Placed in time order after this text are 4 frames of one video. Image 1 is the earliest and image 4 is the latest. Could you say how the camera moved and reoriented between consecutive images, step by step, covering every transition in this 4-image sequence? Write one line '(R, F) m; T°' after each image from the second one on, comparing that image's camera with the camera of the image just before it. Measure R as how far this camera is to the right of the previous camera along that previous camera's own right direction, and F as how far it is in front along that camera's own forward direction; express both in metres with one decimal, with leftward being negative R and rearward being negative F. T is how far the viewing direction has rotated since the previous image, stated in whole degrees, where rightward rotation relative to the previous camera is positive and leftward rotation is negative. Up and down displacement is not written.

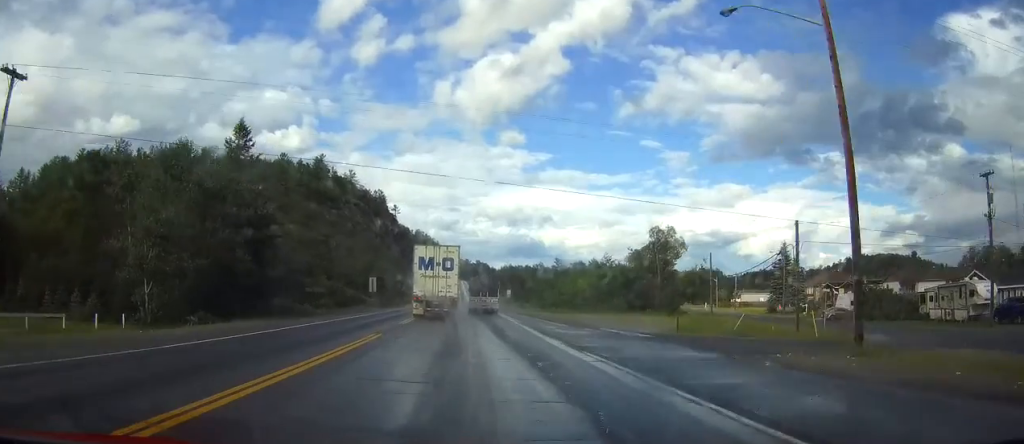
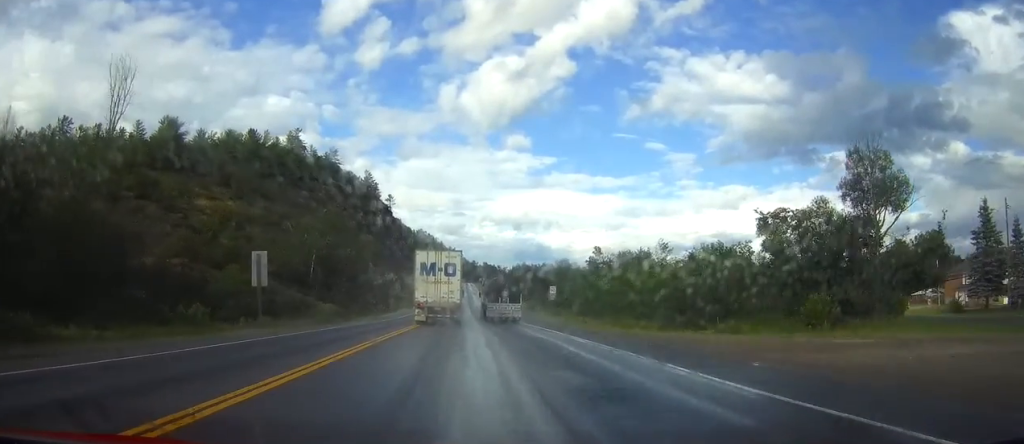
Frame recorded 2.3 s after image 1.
(-3.0, +51.1) m; -4°
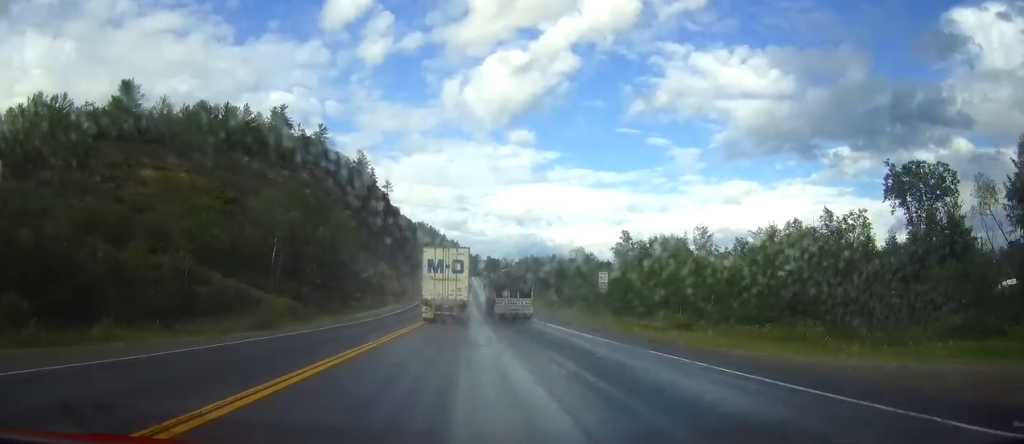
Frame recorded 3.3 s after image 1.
(0.0, +23.3) m; 0°
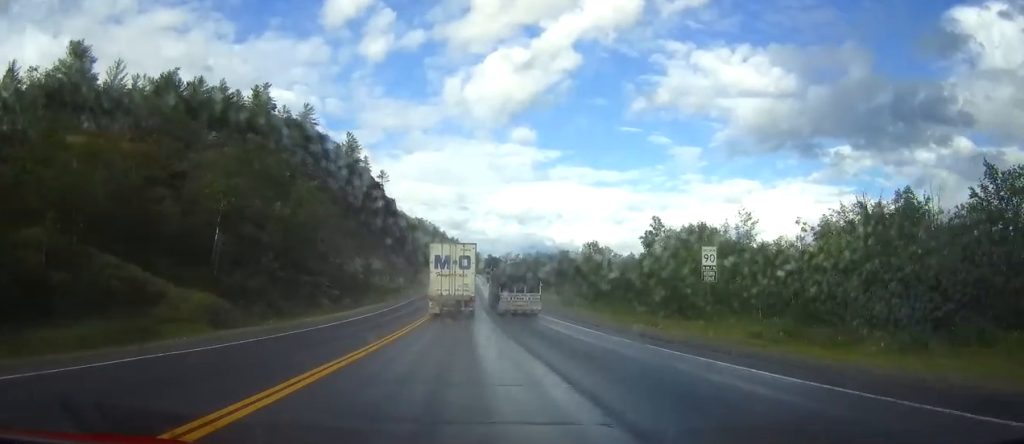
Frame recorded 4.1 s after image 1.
(-0.1, +20.4) m; 0°
